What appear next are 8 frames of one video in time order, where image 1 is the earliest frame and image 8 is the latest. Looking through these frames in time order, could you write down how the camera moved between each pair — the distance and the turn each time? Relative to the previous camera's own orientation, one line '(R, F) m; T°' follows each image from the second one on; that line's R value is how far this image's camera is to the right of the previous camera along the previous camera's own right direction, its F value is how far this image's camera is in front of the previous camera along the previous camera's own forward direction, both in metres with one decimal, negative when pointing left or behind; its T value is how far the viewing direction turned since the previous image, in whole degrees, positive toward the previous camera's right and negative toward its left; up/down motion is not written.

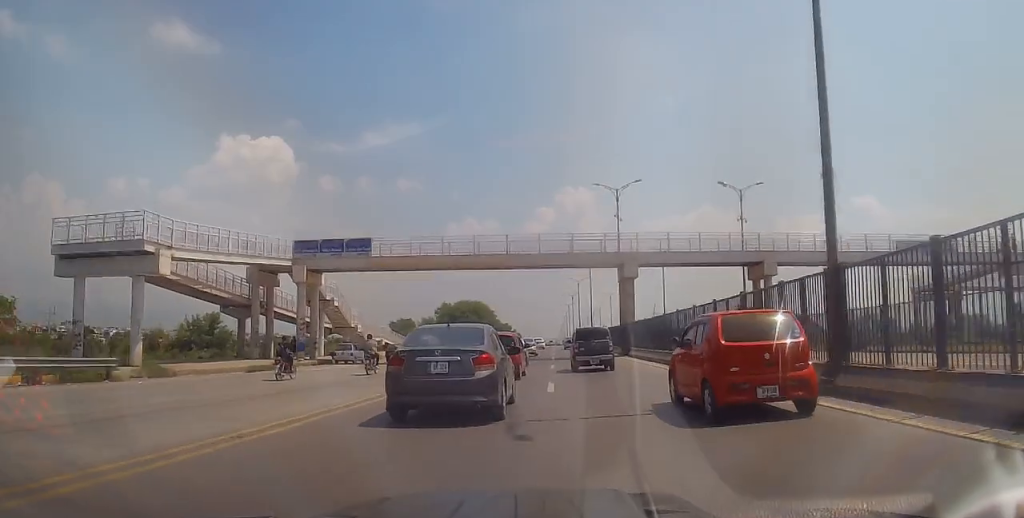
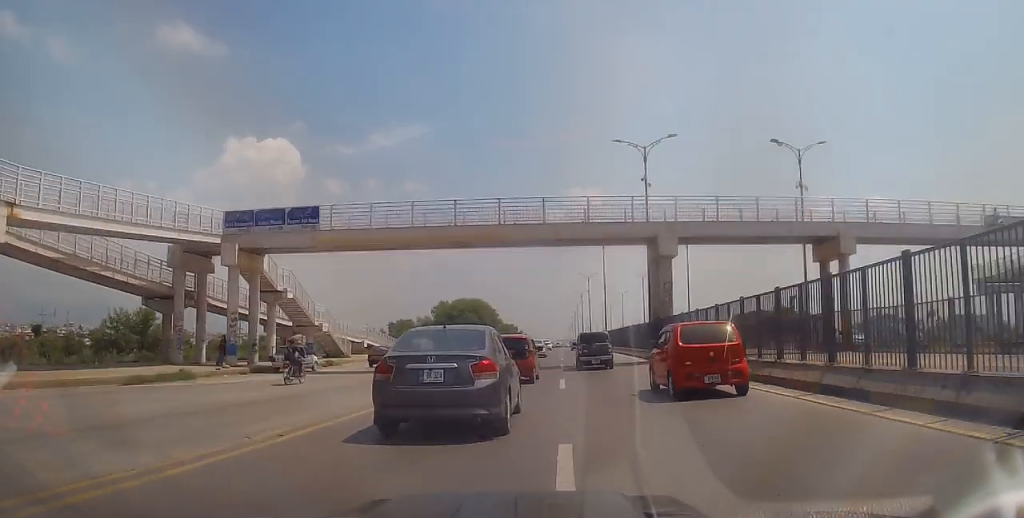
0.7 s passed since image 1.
(-0.1, +10.6) m; 0°
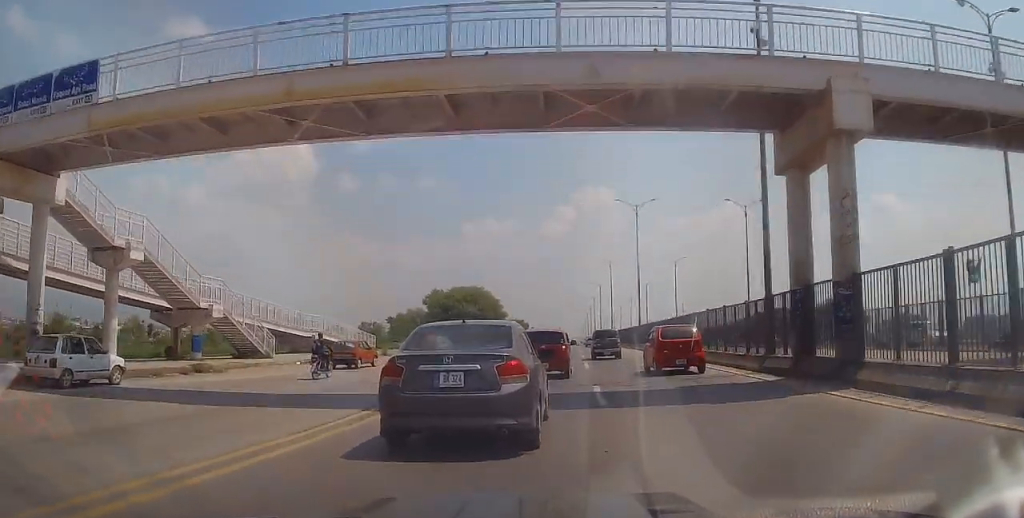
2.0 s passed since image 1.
(0.0, +17.6) m; 0°
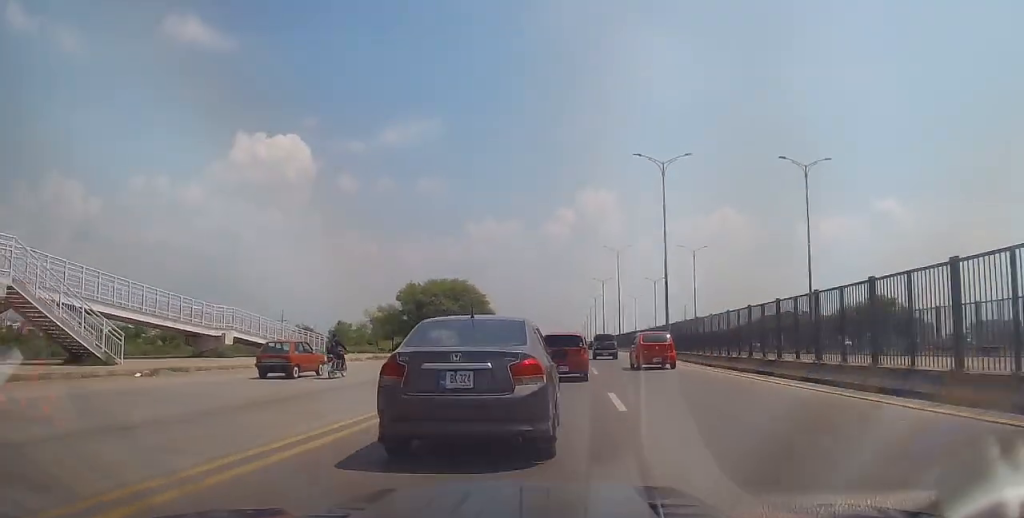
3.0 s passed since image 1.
(-0.1, +14.1) m; -1°
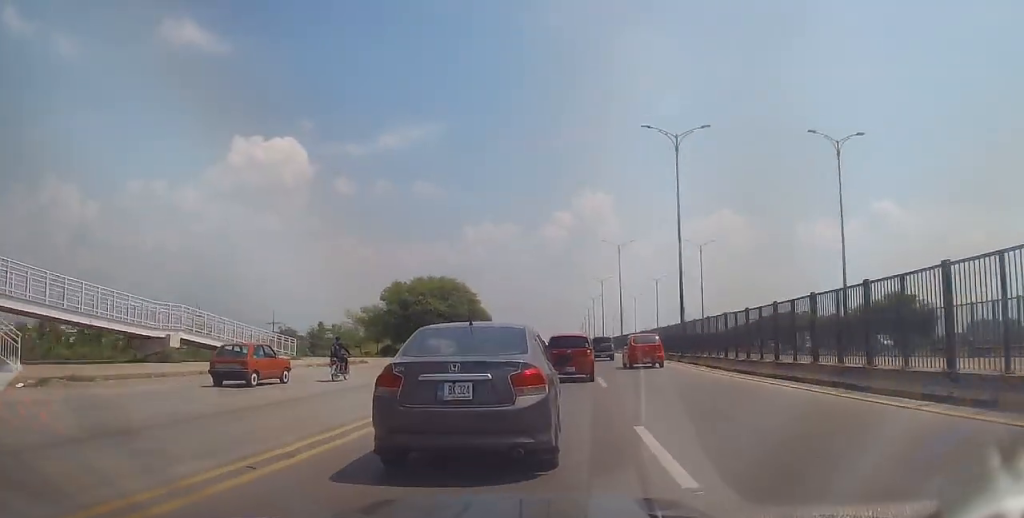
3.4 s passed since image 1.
(0.0, +5.6) m; -1°
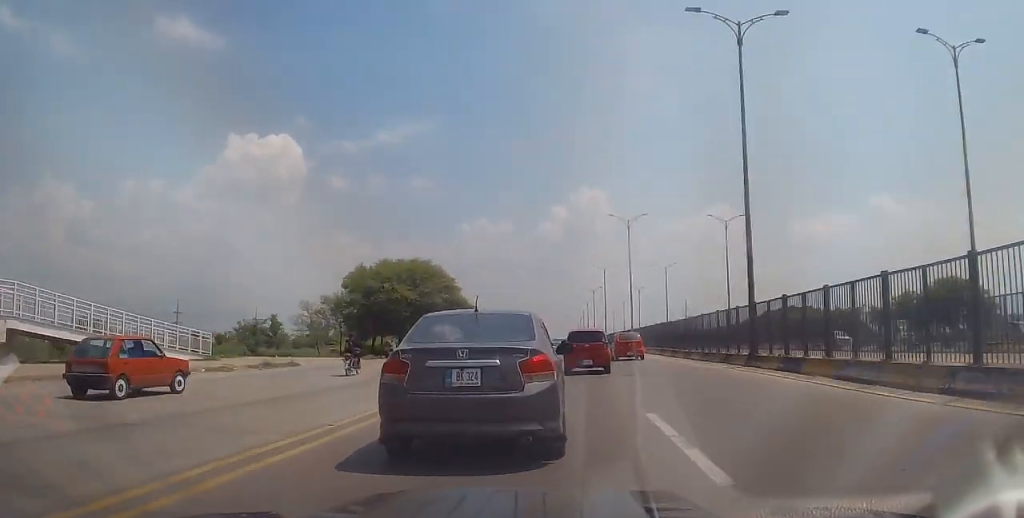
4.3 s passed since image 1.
(-0.1, +12.0) m; +2°
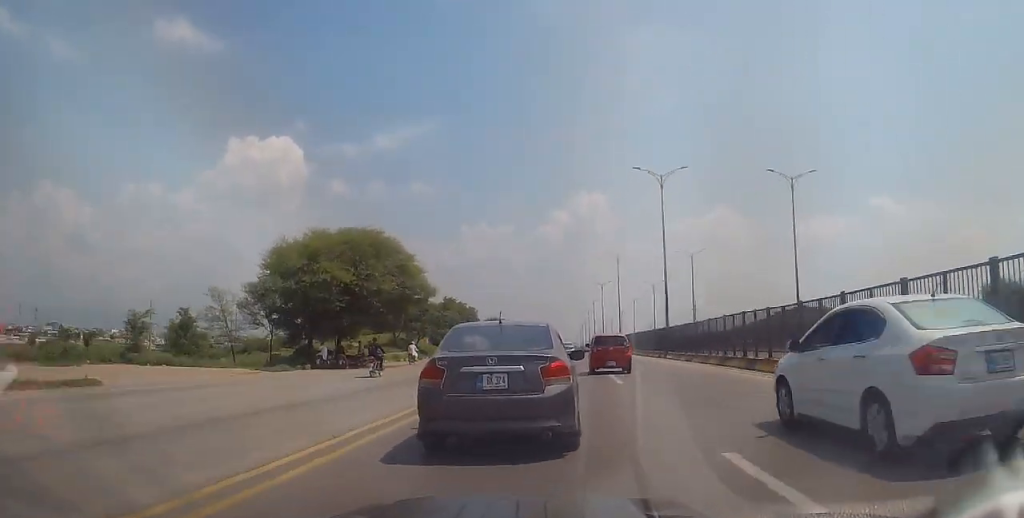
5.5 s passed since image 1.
(+0.5, +16.8) m; +1°
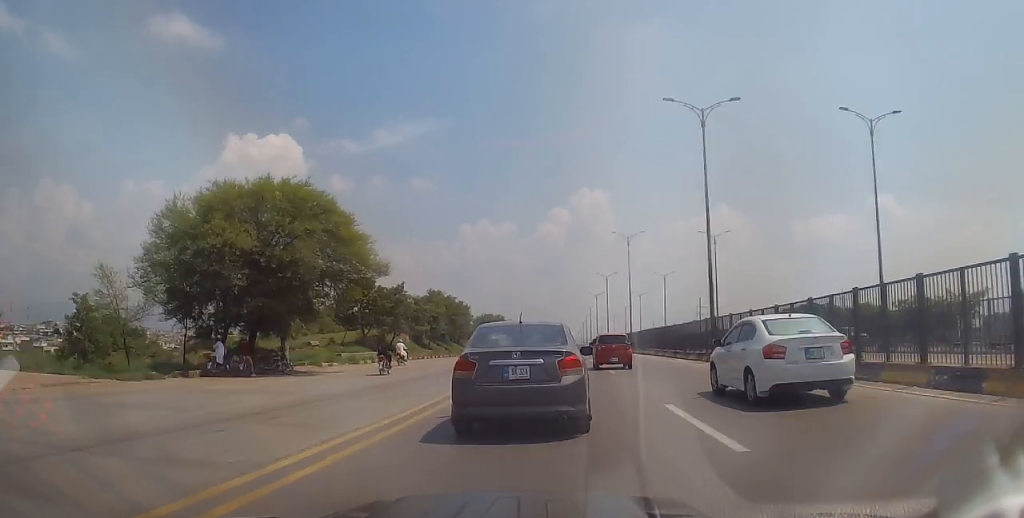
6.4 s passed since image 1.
(-0.2, +12.1) m; 0°
